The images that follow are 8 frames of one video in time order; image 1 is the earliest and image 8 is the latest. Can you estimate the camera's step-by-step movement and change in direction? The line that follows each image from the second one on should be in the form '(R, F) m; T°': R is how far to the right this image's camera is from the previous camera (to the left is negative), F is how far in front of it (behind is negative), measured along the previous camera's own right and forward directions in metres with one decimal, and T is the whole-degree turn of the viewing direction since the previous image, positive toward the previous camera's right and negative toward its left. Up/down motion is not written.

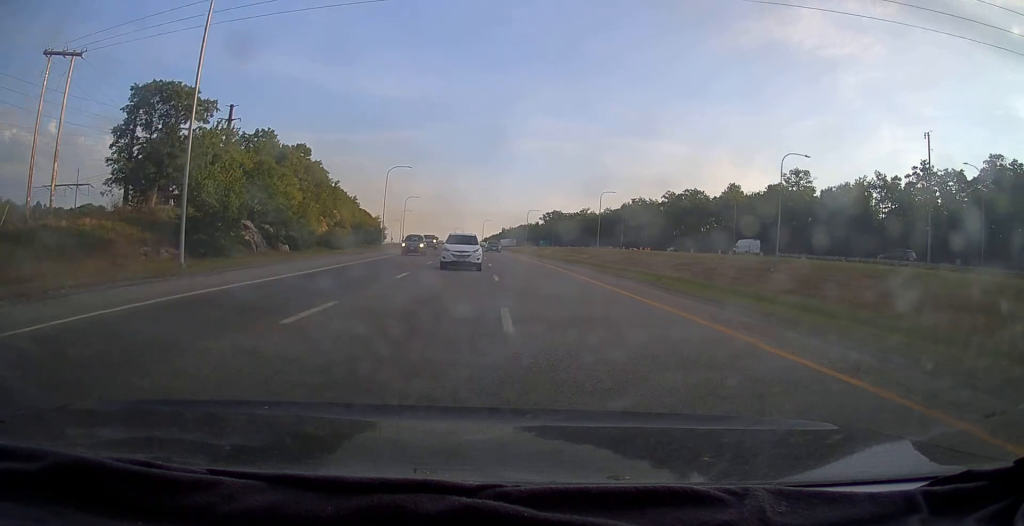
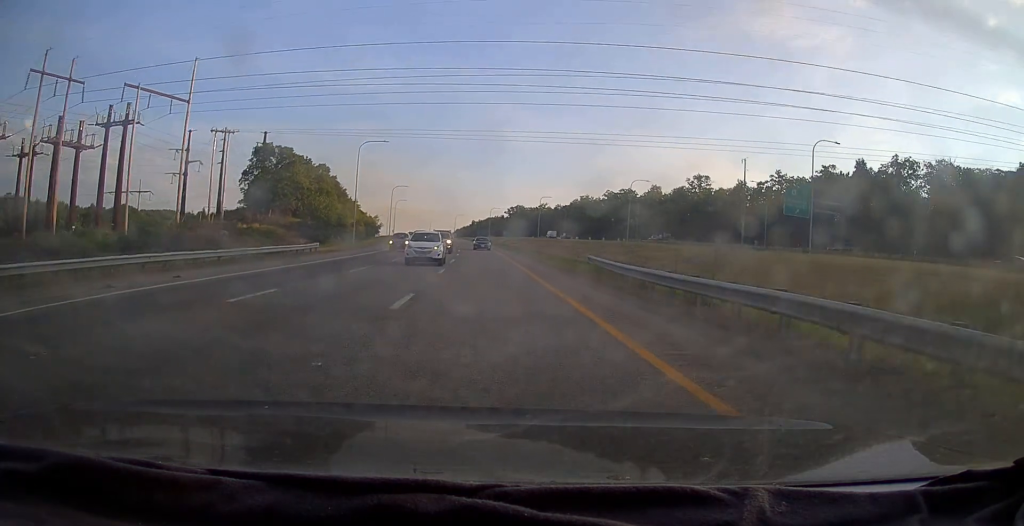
(+0.9, +51.7) m; +2°
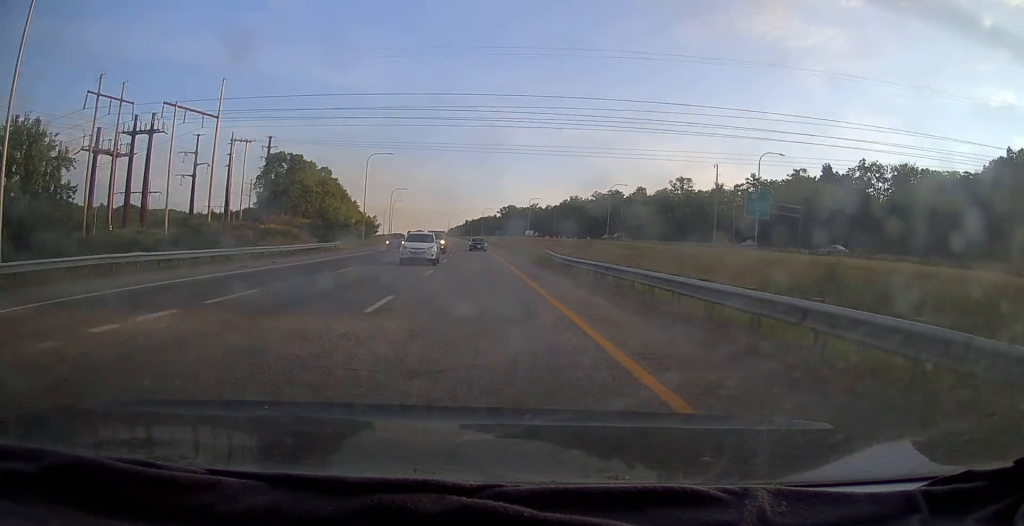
(+0.2, +11.7) m; +1°
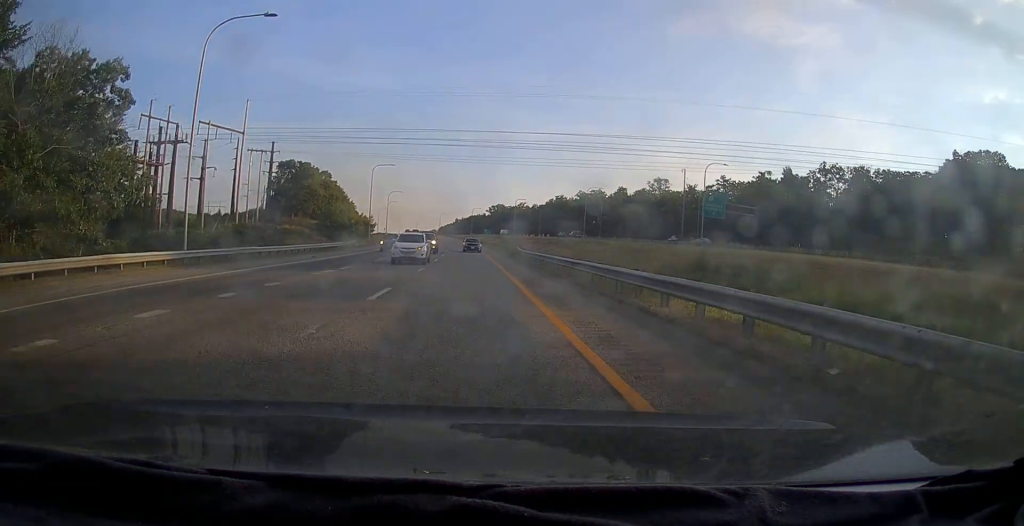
(+0.1, +14.8) m; +1°
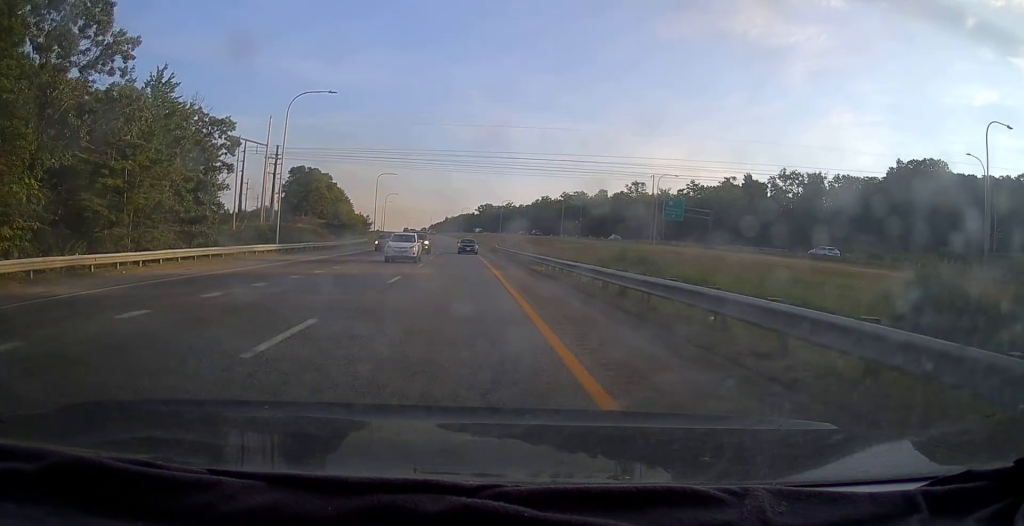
(0.0, +18.0) m; +1°
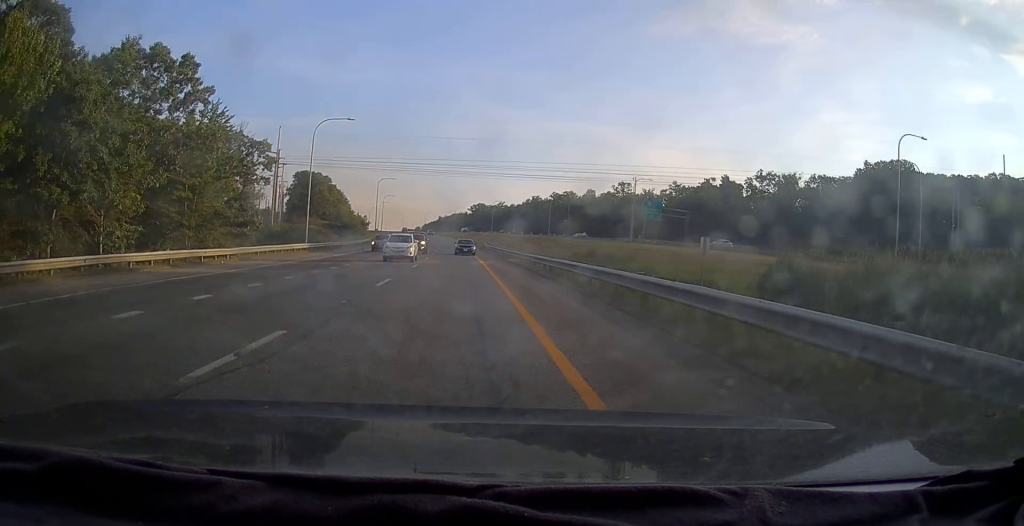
(+0.1, +11.3) m; +1°
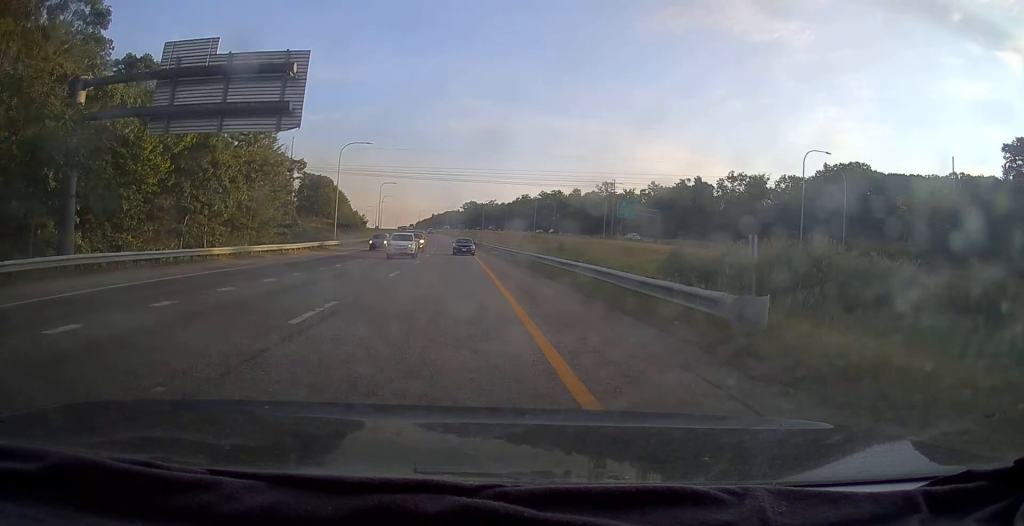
(+0.1, +16.7) m; +1°
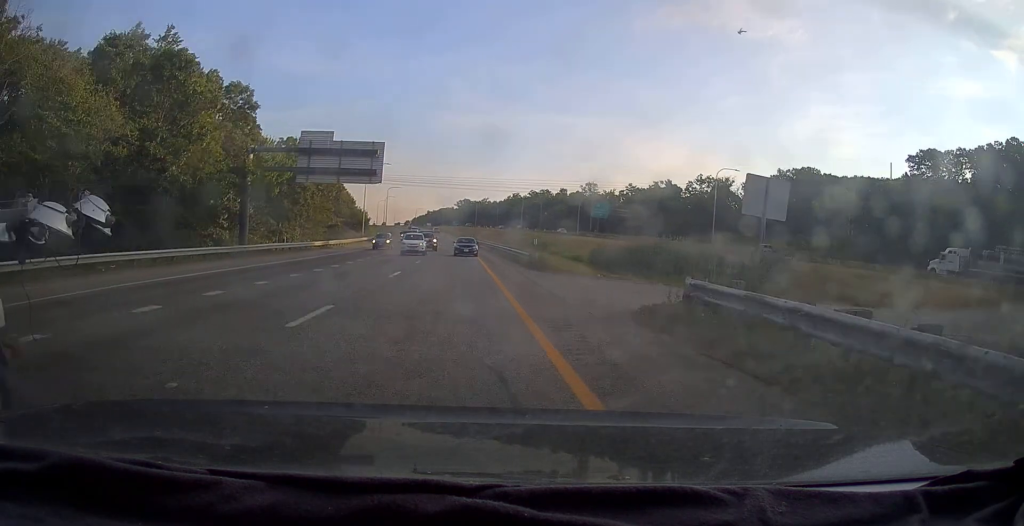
(+0.4, +25.0) m; +1°
